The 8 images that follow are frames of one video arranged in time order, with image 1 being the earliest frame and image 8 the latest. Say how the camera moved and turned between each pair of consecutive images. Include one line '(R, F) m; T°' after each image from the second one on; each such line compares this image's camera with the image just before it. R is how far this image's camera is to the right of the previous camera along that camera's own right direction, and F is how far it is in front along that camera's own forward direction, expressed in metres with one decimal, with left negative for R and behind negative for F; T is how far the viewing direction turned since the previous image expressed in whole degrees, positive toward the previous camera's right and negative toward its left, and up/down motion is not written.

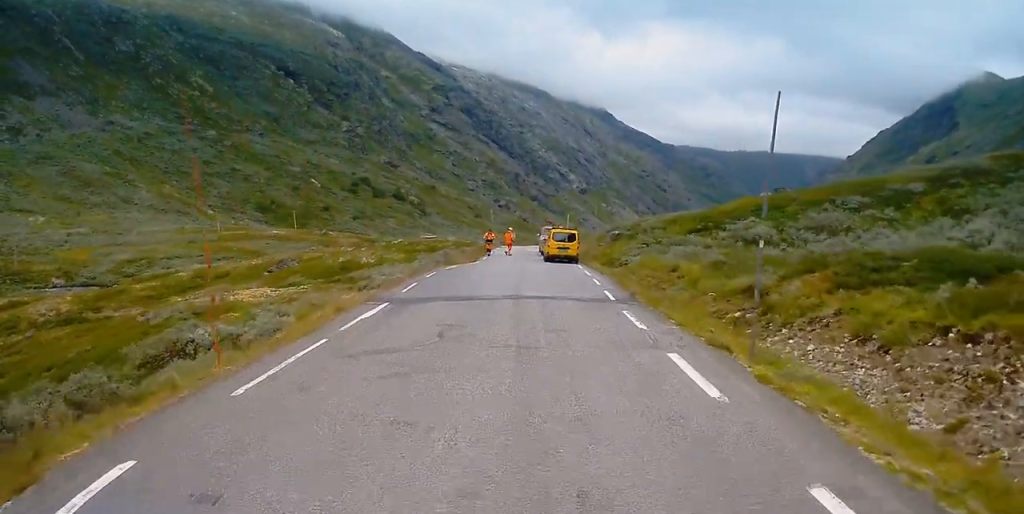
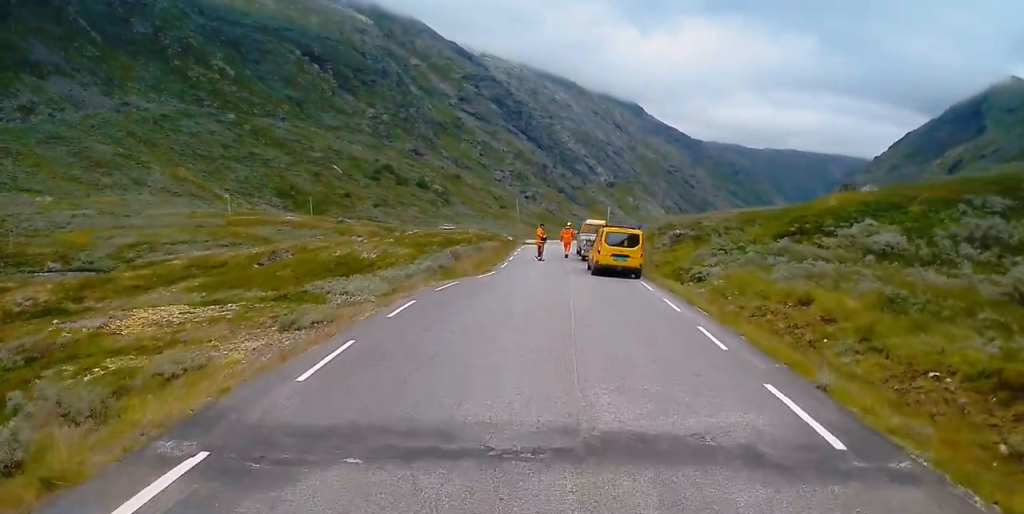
(0.0, +12.7) m; -2°
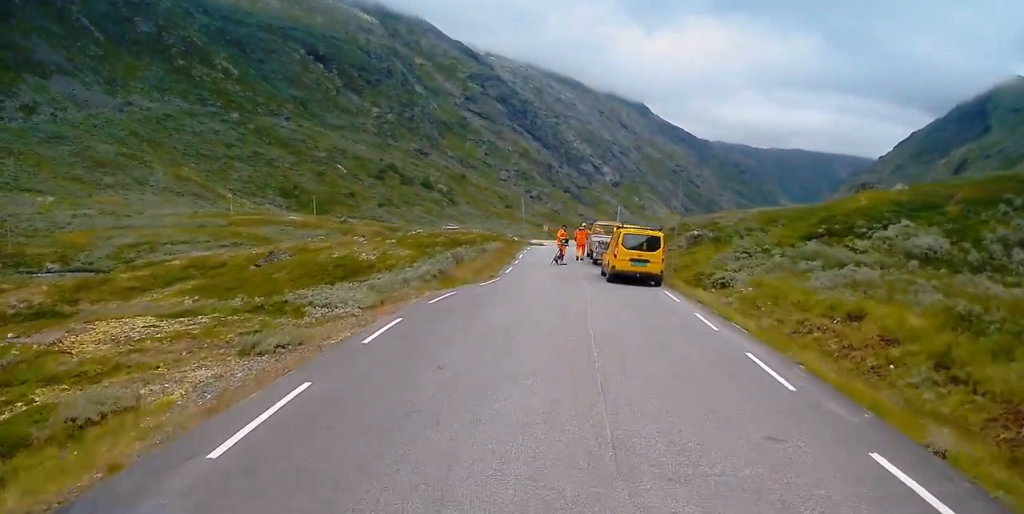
(-0.1, +3.1) m; -1°
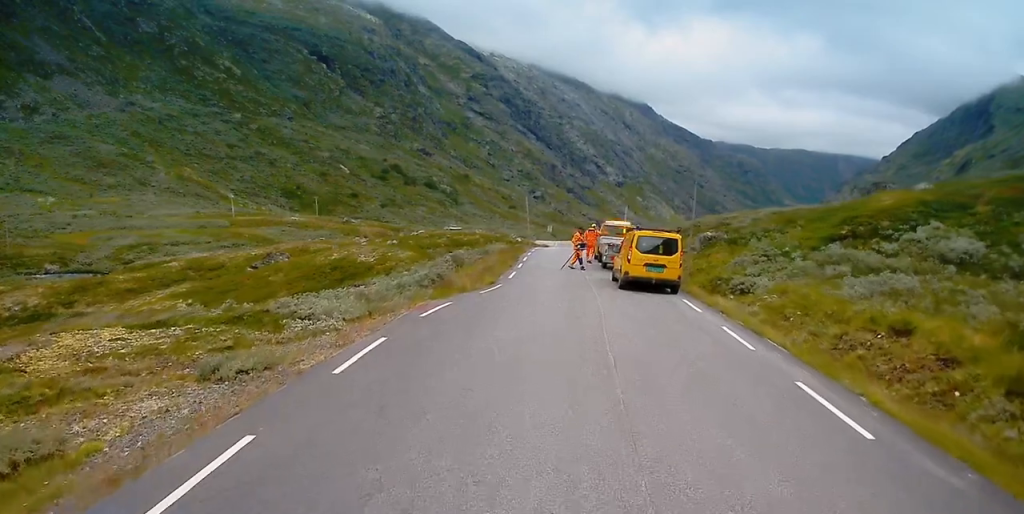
(0.0, +2.1) m; +1°
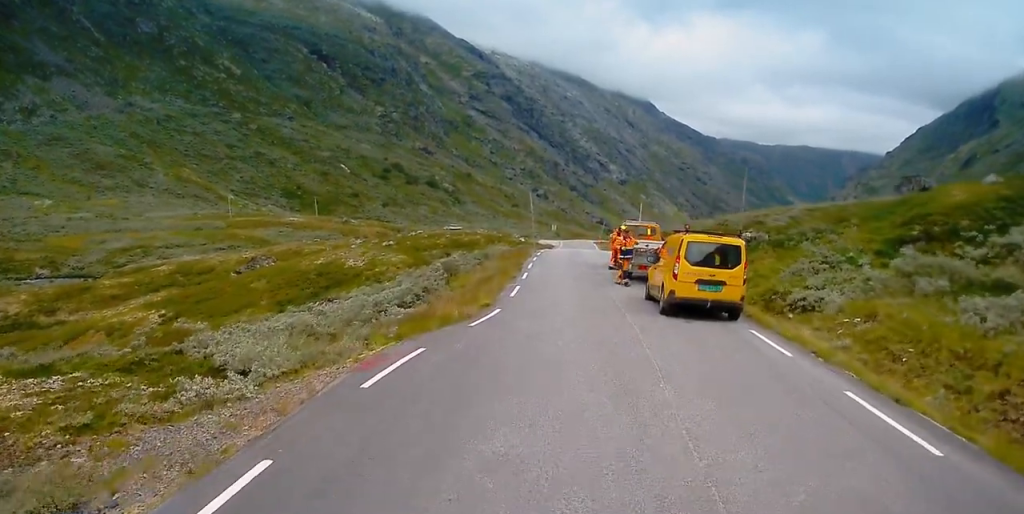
(+0.2, +6.1) m; +3°
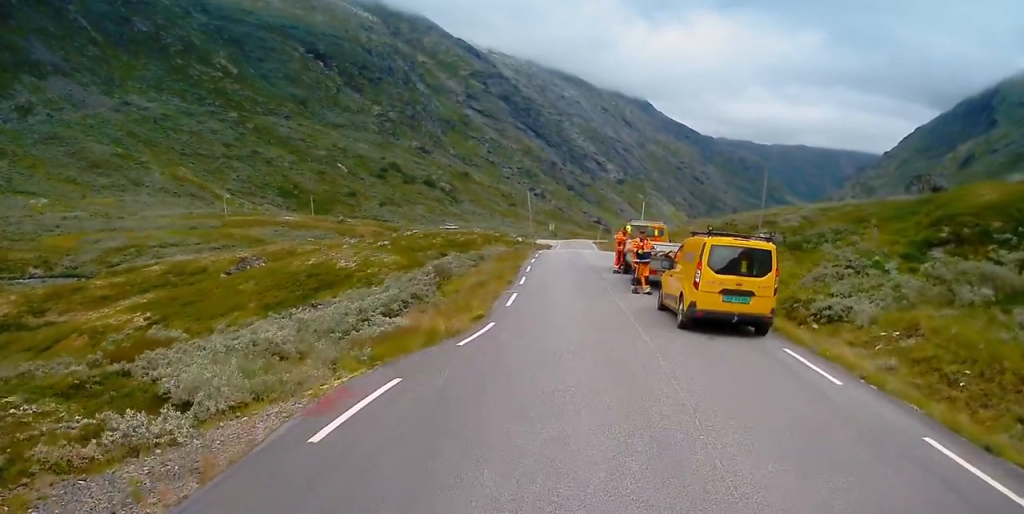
(0.0, +2.3) m; +1°
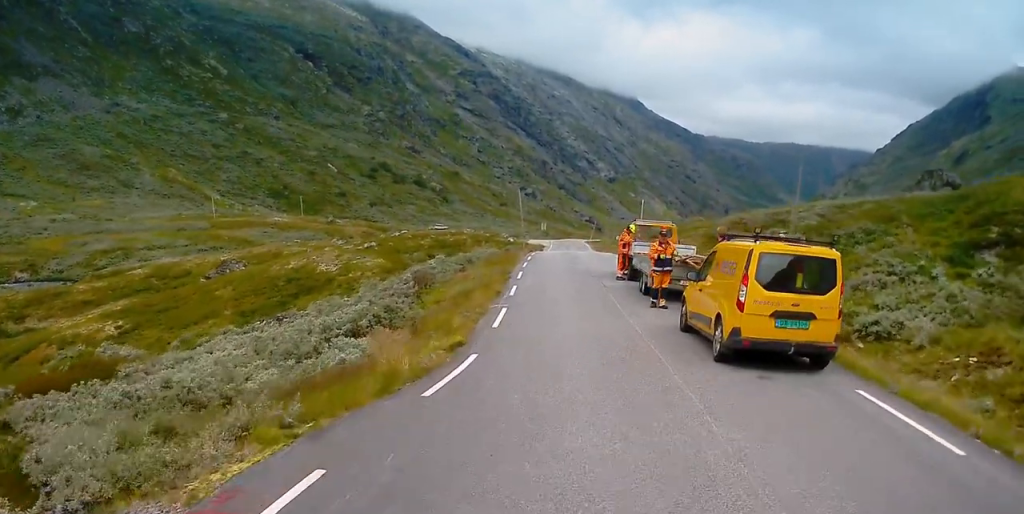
(0.0, +3.5) m; +1°
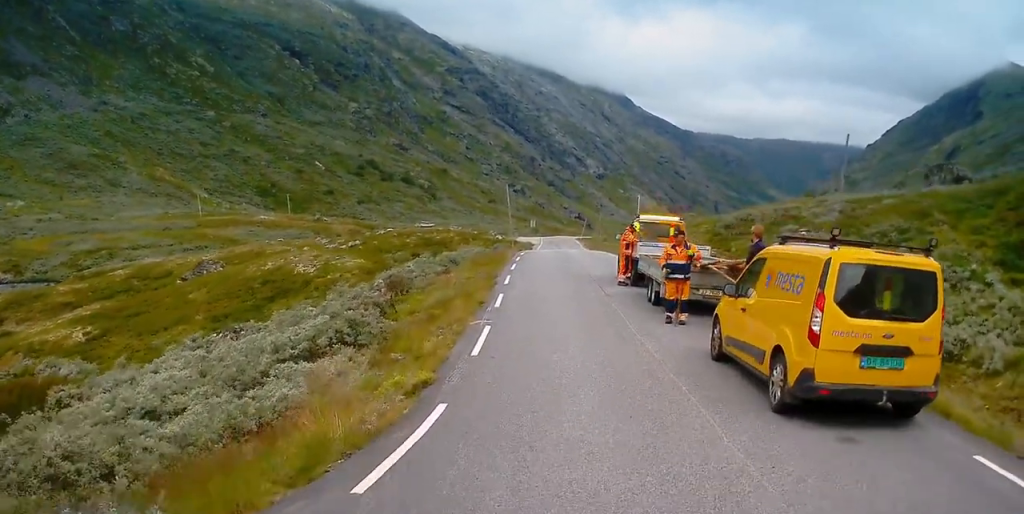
(0.0, +3.3) m; 0°
